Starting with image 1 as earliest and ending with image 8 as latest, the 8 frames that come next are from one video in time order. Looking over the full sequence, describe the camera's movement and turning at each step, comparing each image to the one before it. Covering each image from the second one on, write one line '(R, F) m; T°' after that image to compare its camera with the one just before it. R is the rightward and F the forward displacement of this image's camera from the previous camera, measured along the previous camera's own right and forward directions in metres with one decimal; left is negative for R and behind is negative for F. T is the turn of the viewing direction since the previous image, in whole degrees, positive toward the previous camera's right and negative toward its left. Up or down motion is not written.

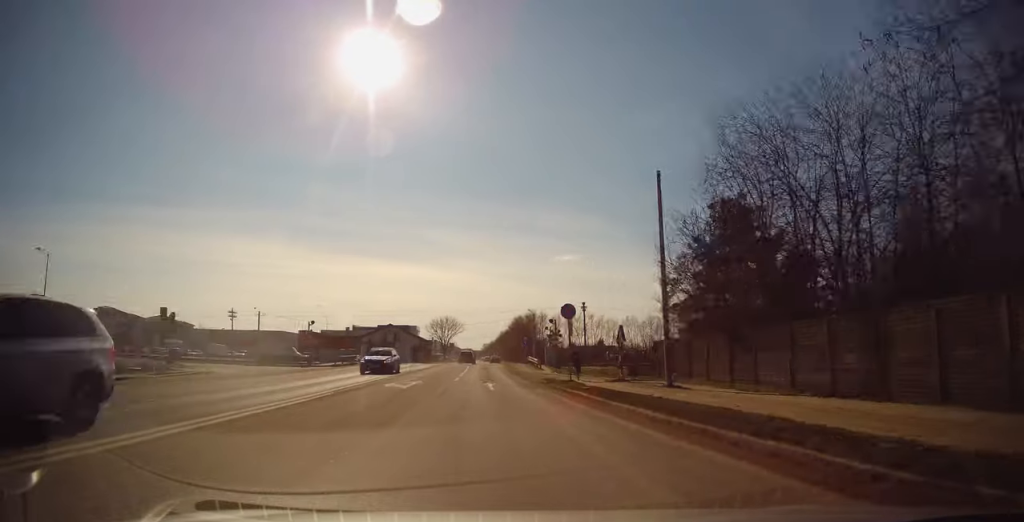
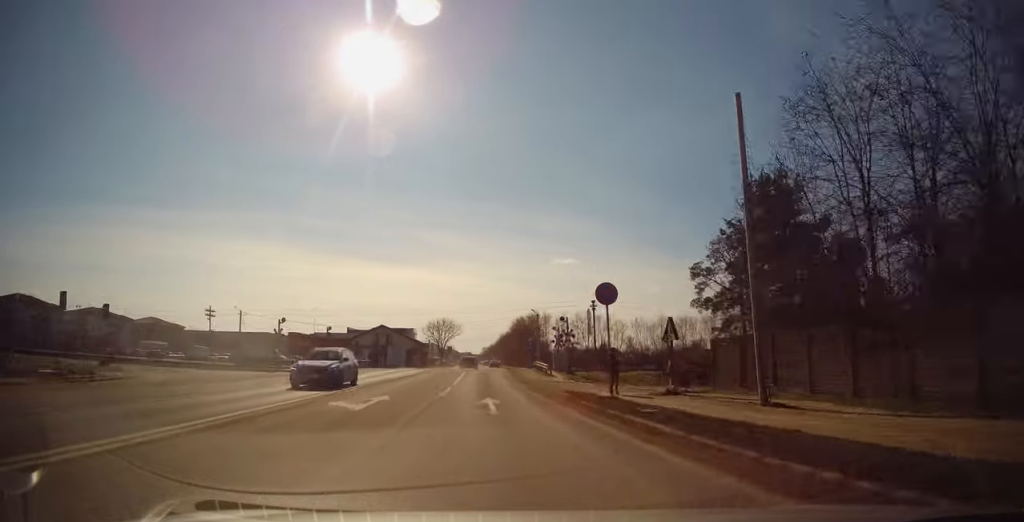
(+0.2, +6.9) m; 0°
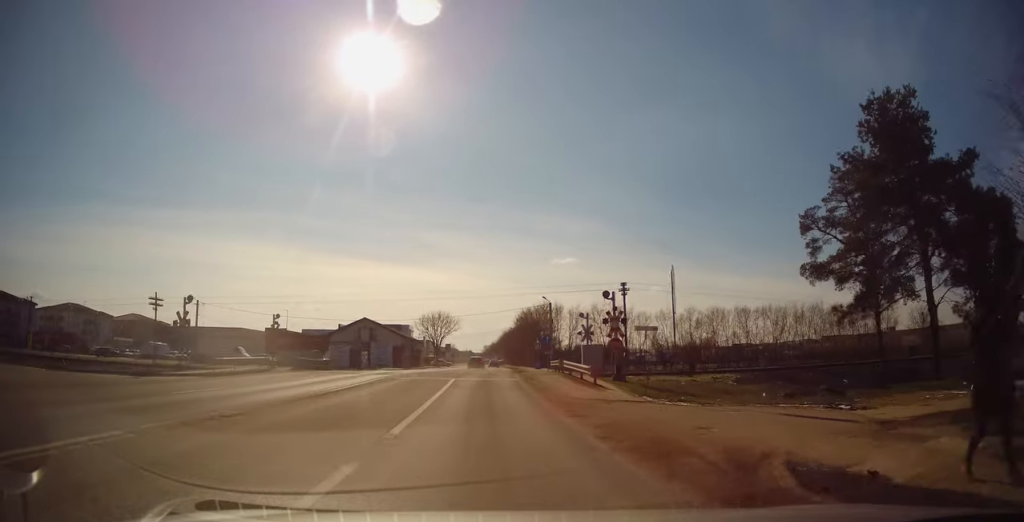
(-0.3, +14.1) m; +1°
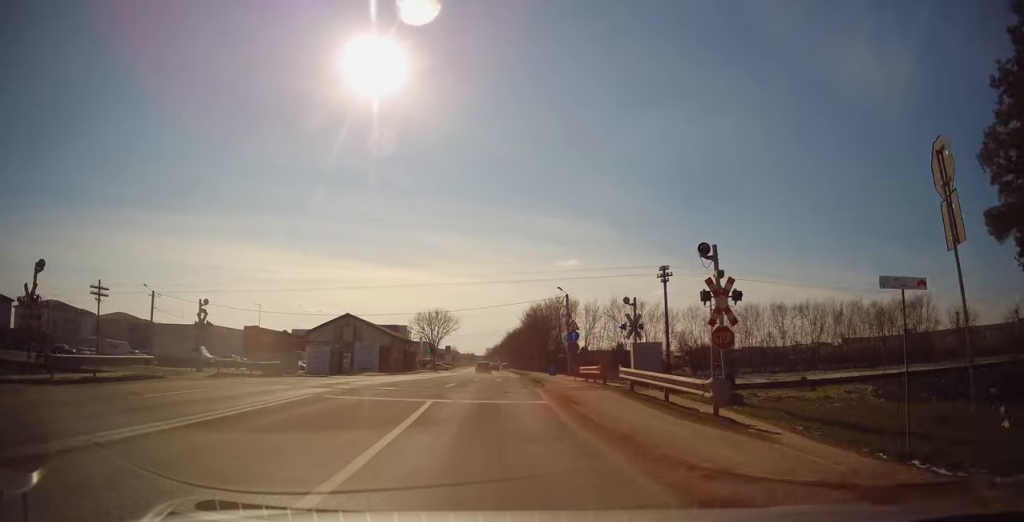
(+0.4, +11.4) m; +1°
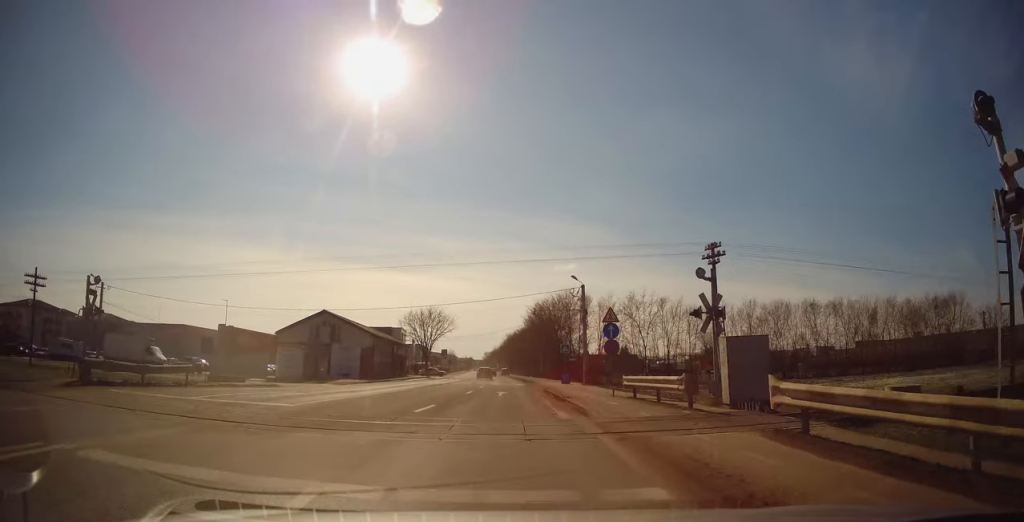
(0.0, +9.6) m; 0°
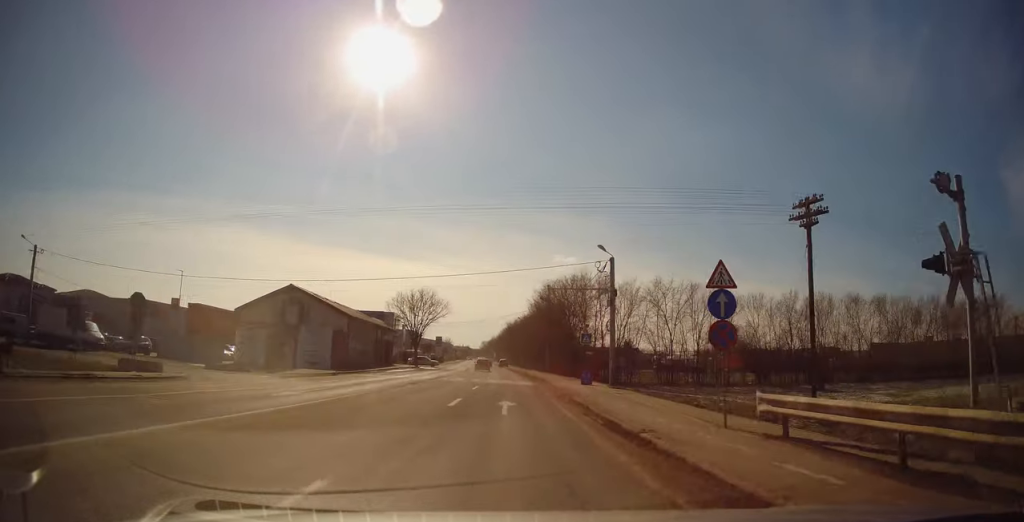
(-0.1, +10.3) m; 0°
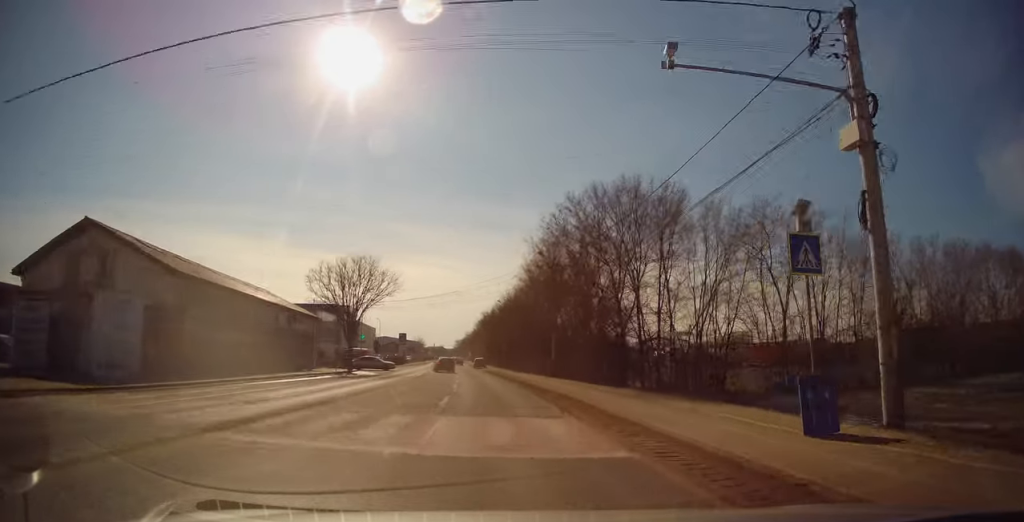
(+0.6, +24.1) m; +2°
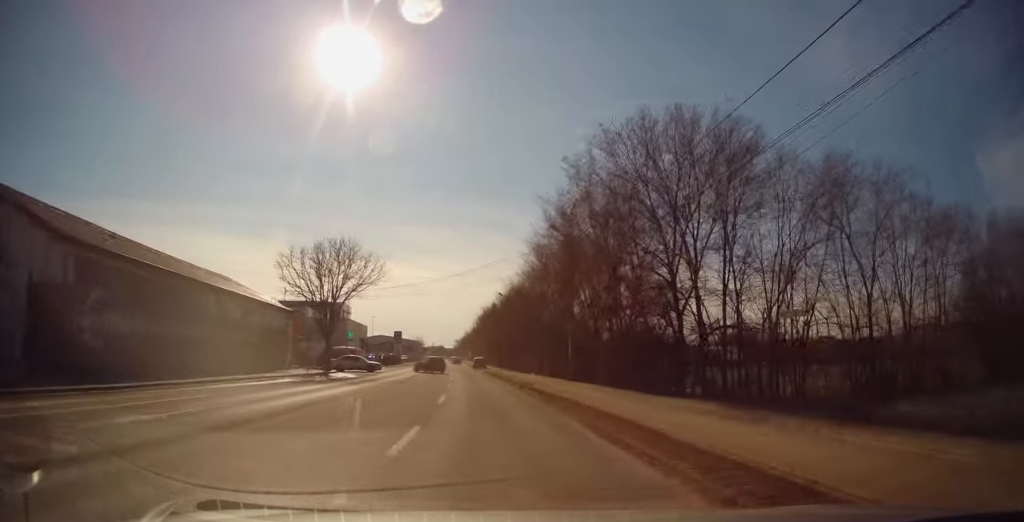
(0.0, +7.1) m; 0°
